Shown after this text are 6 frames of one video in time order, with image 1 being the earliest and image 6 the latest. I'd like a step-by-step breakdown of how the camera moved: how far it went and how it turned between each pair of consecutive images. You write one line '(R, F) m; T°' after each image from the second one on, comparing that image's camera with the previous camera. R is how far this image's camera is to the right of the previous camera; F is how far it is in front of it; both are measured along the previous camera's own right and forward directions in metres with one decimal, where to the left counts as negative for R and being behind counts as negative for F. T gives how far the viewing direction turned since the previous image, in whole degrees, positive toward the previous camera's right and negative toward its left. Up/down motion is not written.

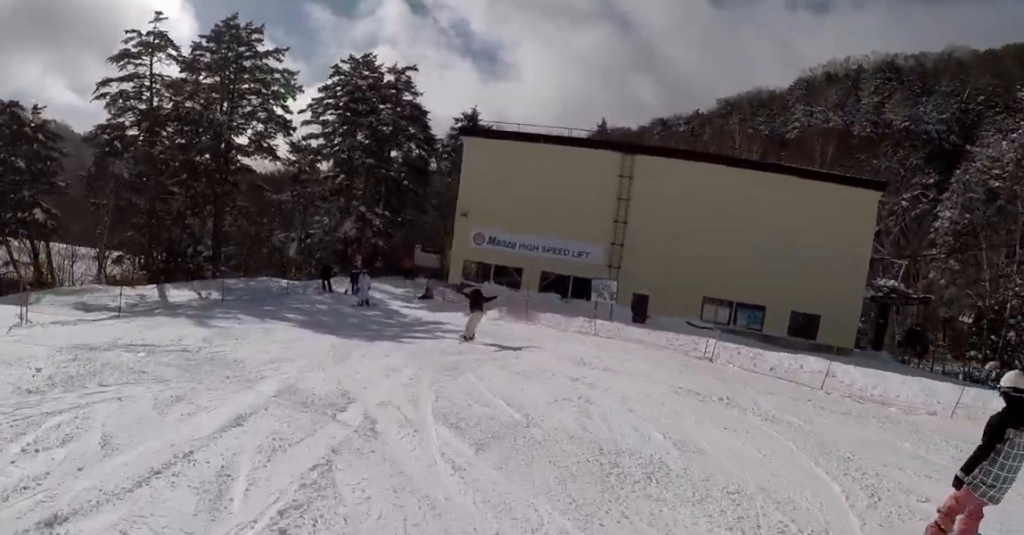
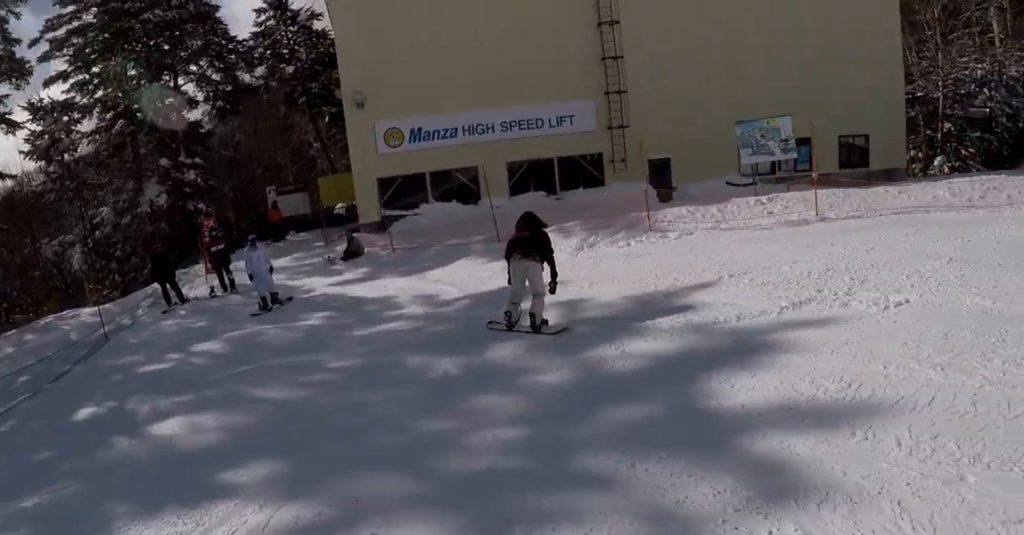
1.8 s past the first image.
(+0.1, +6.2) m; +18°
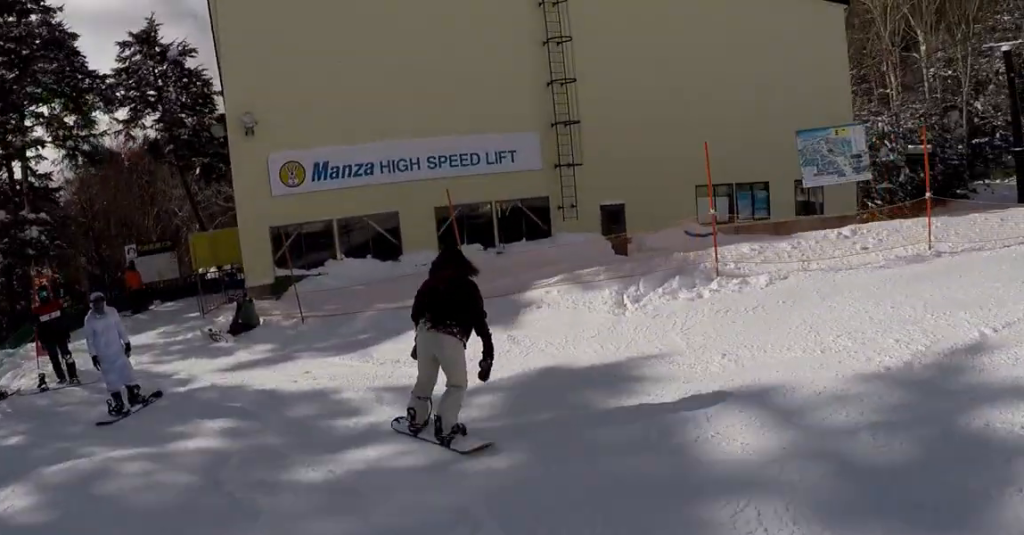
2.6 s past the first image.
(+0.4, +1.7) m; +20°
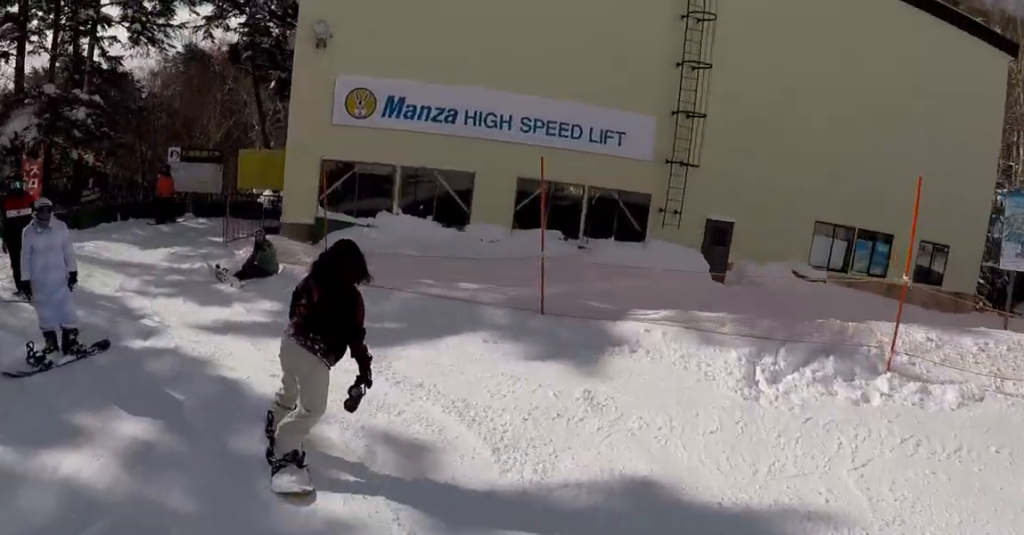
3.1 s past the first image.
(+0.1, +1.3) m; +4°
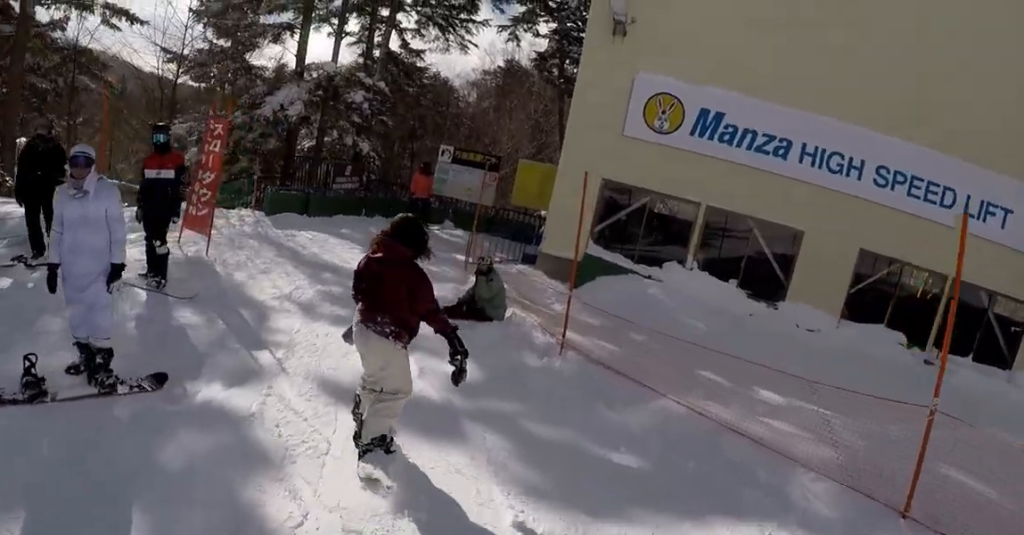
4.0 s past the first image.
(+0.1, +1.9) m; +2°
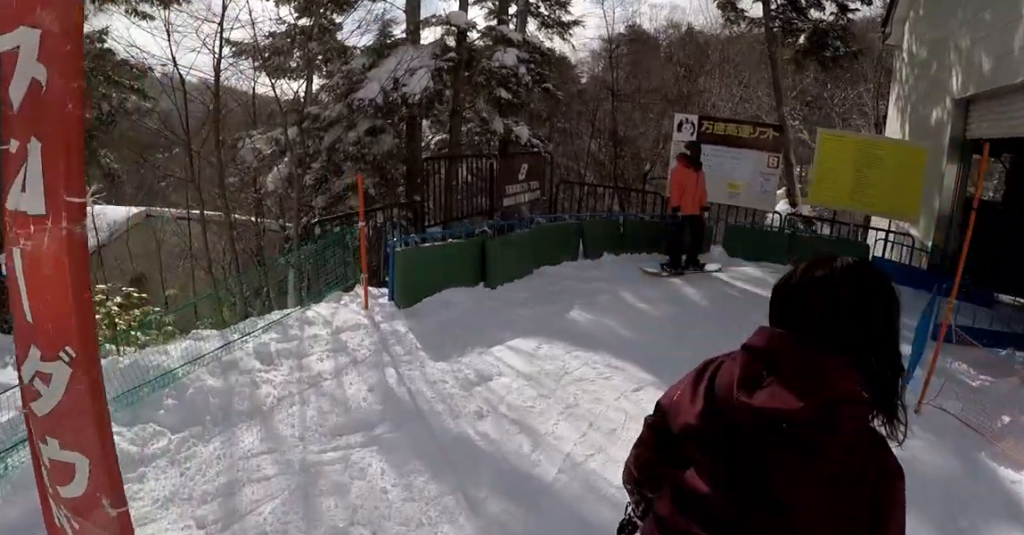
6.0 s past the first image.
(0.0, +3.8) m; 0°
